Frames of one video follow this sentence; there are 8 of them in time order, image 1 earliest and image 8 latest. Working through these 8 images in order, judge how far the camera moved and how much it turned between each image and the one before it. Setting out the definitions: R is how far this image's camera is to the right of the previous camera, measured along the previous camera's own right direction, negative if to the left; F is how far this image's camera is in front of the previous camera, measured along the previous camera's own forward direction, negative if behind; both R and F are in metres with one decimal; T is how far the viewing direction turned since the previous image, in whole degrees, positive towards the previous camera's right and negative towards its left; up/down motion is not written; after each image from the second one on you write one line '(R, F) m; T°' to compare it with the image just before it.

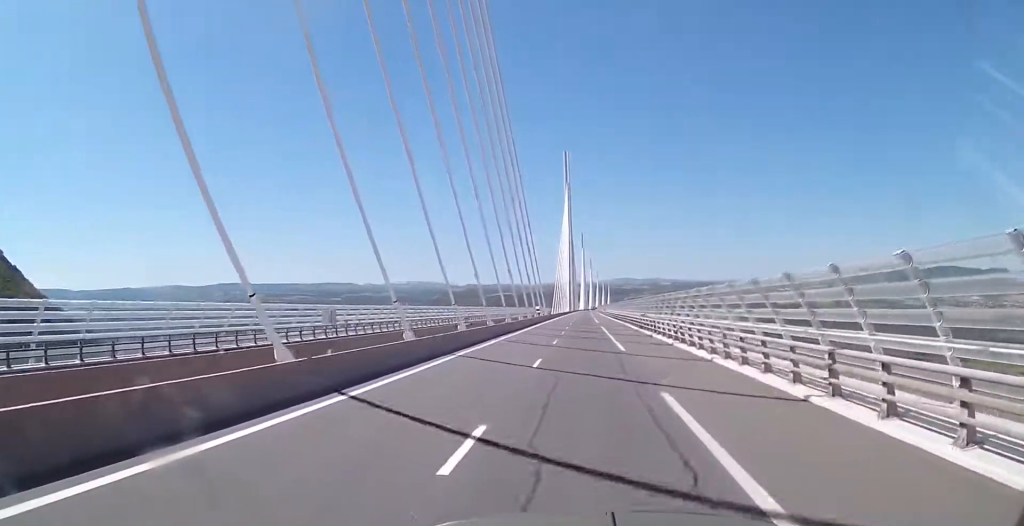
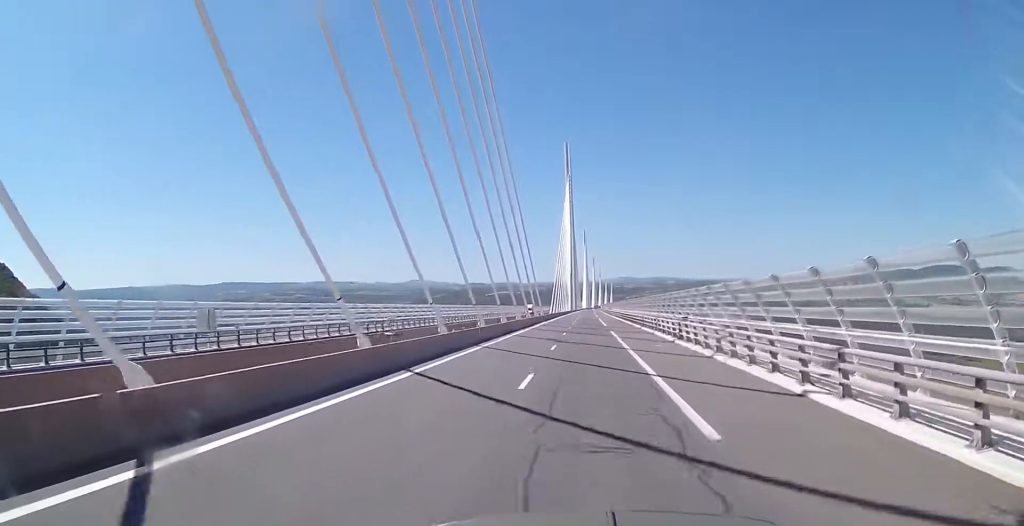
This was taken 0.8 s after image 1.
(0.0, +18.8) m; 0°
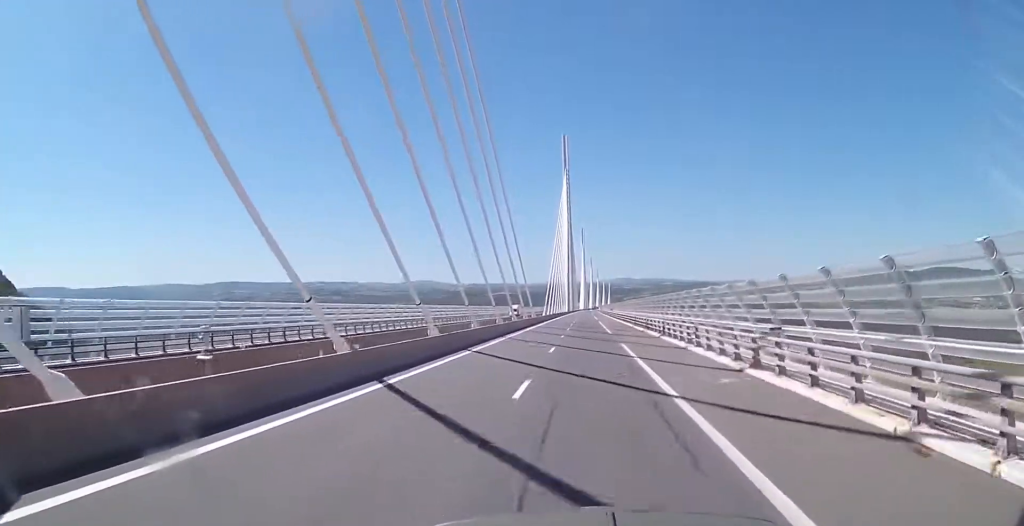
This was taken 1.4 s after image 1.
(-0.1, +14.4) m; 0°
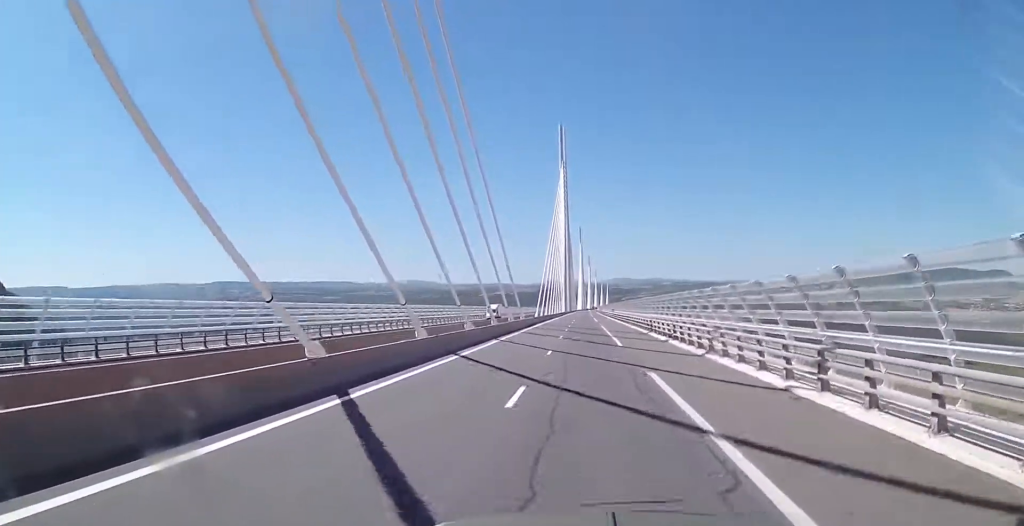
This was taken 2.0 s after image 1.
(+0.2, +14.4) m; 0°
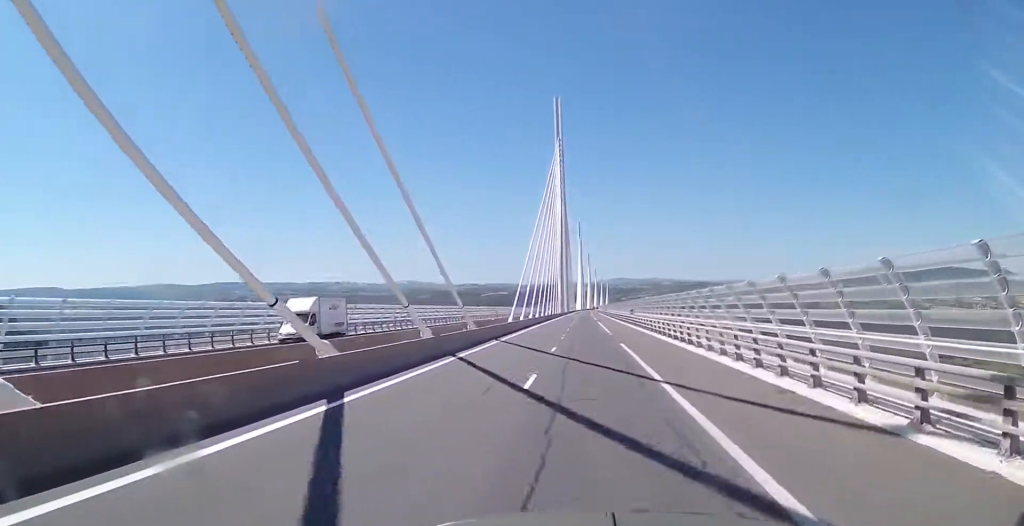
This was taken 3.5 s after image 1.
(-0.1, +36.1) m; -1°
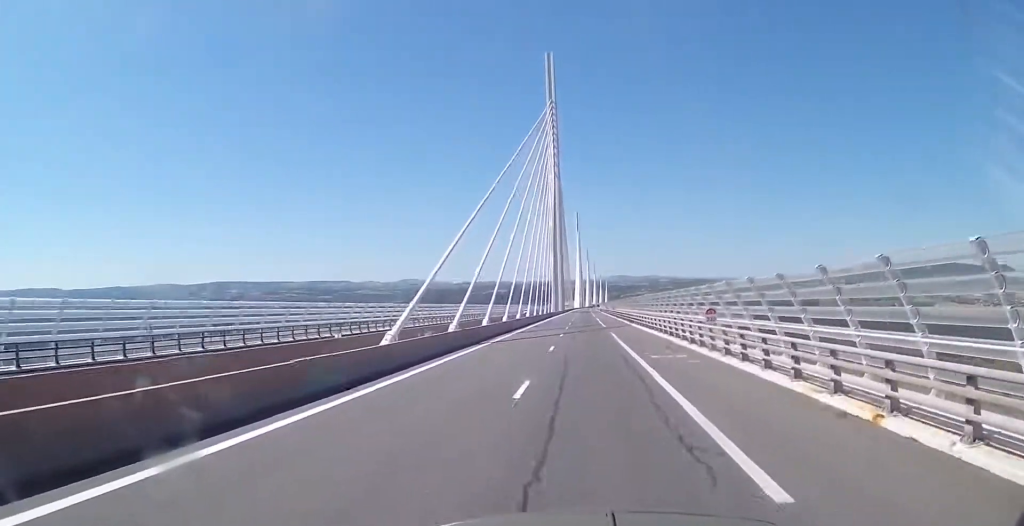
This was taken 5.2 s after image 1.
(-0.1, +40.7) m; 0°
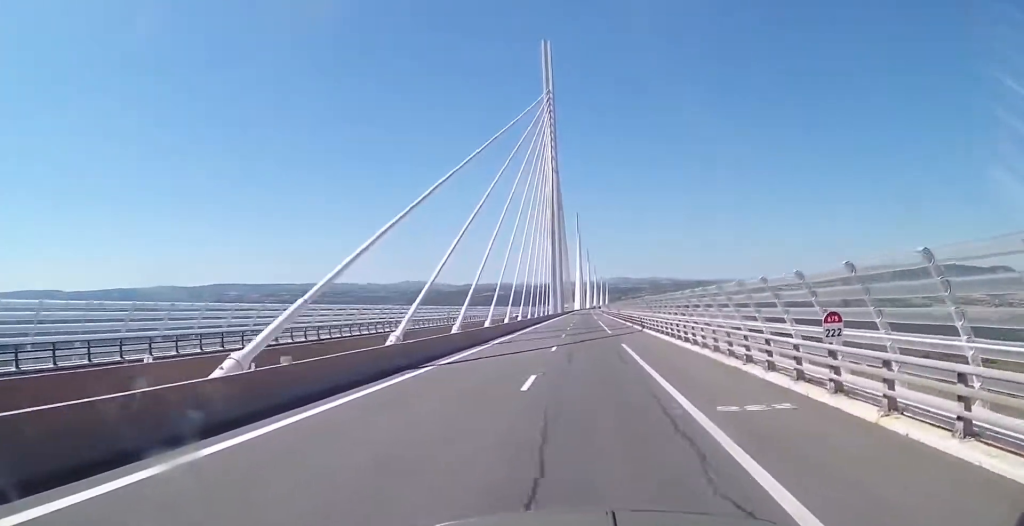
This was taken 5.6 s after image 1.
(0.0, +11.9) m; 0°
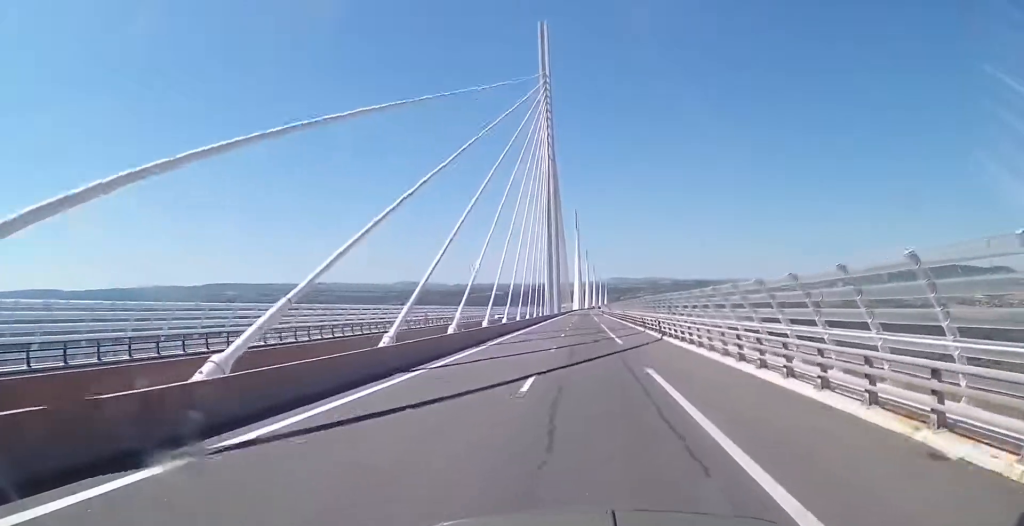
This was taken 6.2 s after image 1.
(0.0, +13.7) m; +1°
